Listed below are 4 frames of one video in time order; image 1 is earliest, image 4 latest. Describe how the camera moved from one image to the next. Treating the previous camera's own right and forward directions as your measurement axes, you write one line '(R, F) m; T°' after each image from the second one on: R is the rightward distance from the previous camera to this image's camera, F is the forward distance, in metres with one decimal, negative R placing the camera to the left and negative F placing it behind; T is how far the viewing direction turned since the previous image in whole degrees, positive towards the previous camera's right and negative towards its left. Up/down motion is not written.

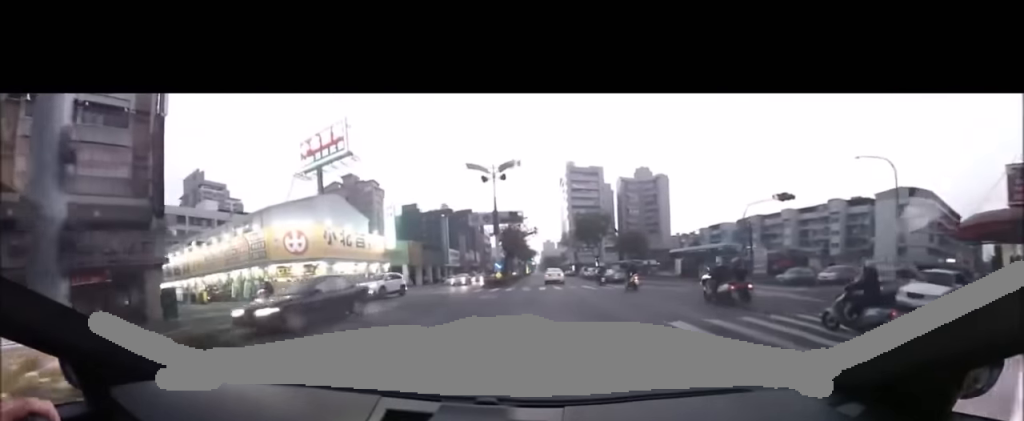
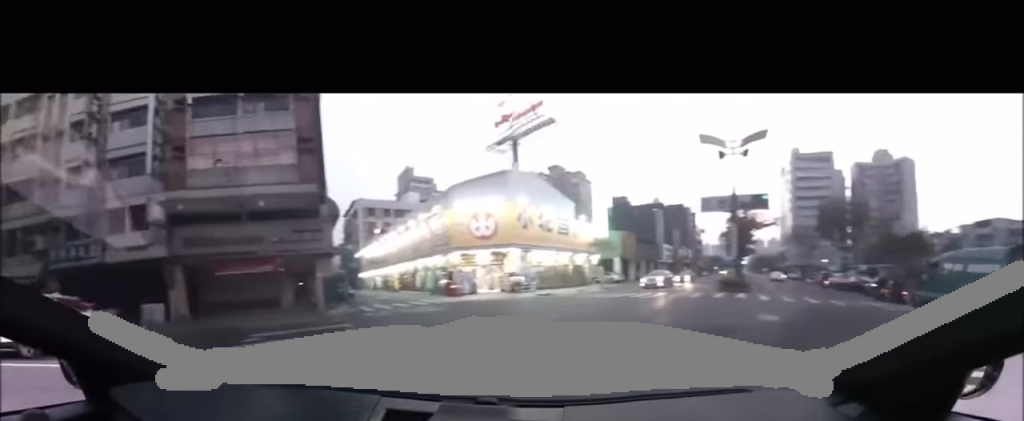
(-1.3, +4.9) m; -66°
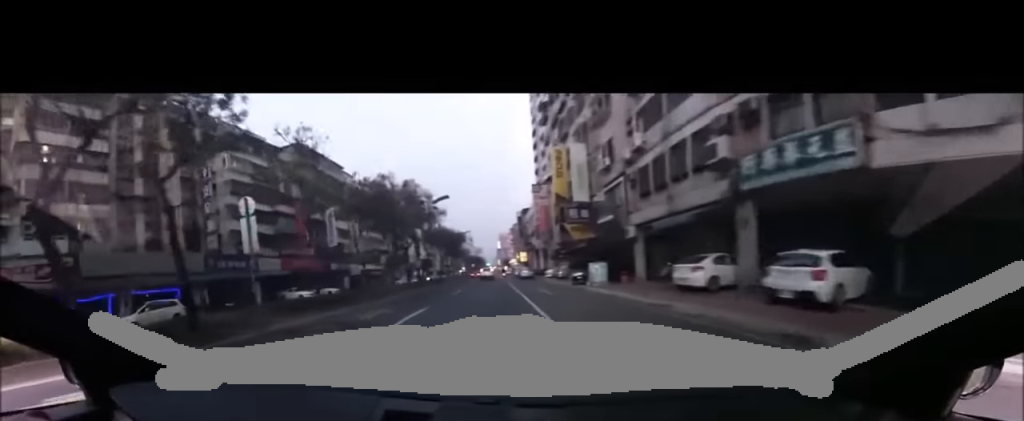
(-10.5, +2.3) m; -117°
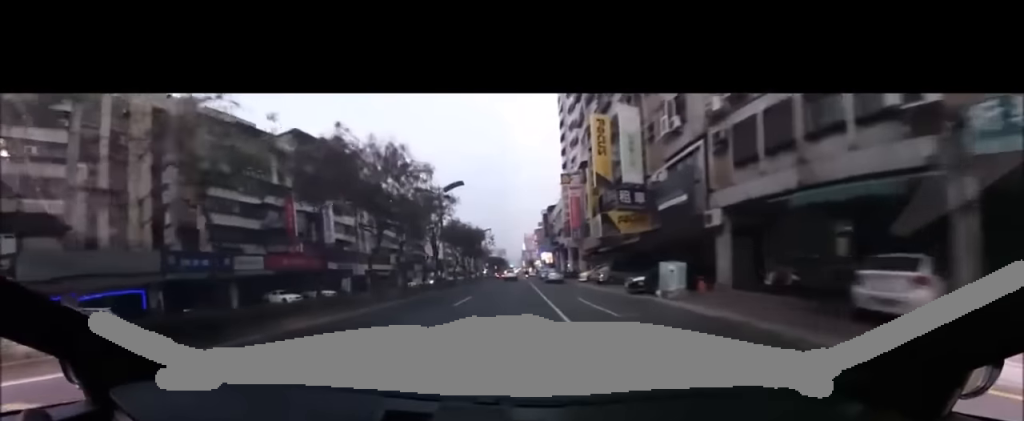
(-0.5, +5.5) m; -7°
